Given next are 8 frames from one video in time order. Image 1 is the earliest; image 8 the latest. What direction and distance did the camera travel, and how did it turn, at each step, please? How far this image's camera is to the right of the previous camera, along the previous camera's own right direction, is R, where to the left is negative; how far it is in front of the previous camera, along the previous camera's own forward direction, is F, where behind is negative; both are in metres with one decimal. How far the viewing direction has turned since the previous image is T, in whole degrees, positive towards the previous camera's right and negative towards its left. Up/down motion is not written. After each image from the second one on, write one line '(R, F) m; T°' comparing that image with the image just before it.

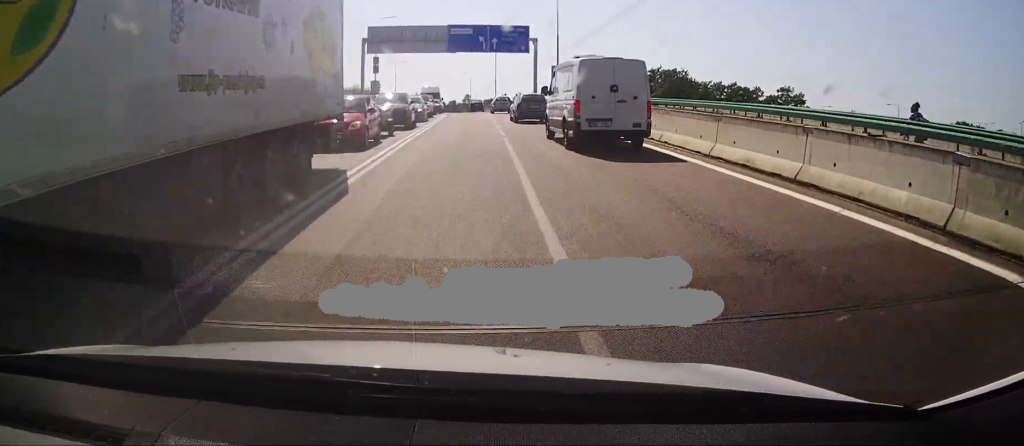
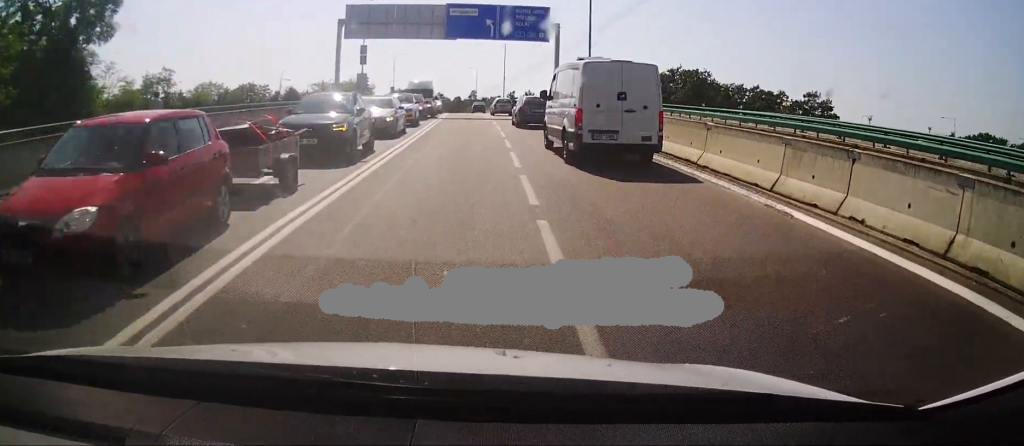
(0.0, +10.8) m; -3°
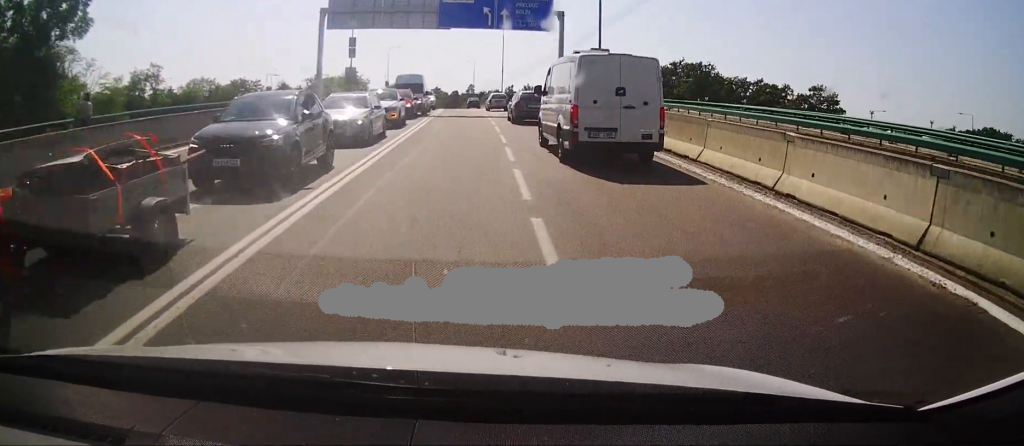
(-0.3, +4.0) m; +1°
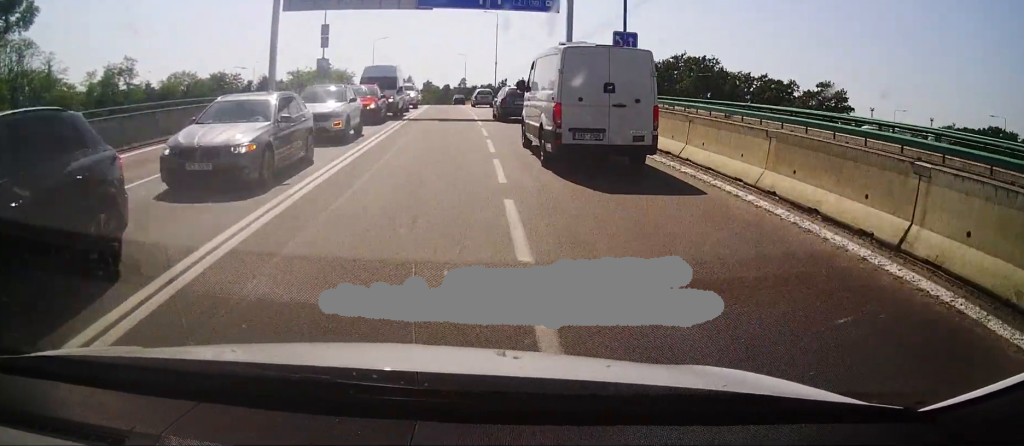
(0.0, +7.6) m; +1°
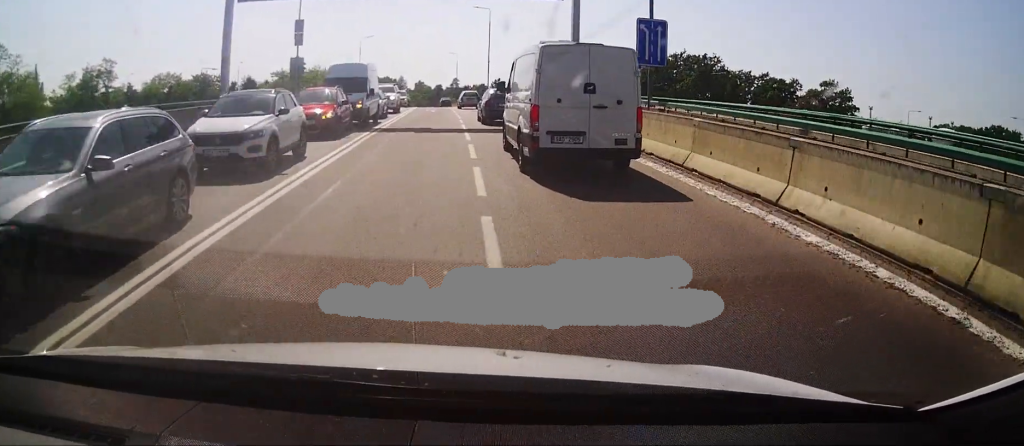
(+0.4, +5.6) m; +1°
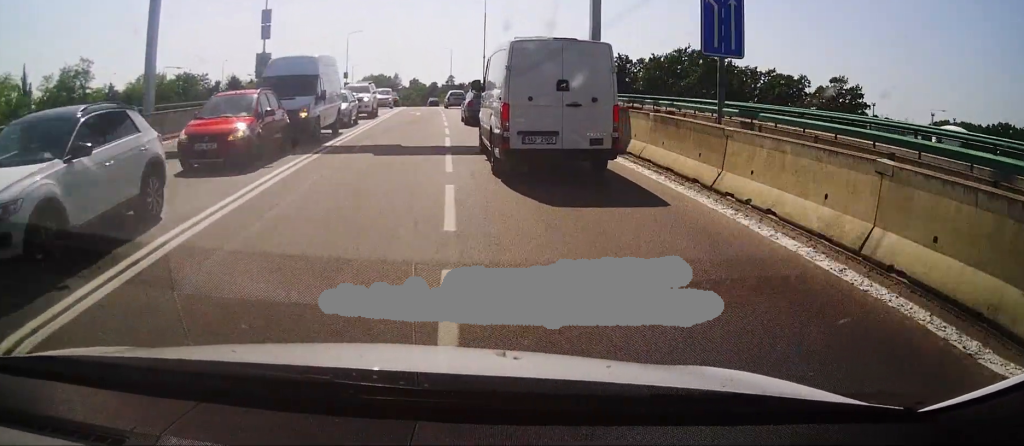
(-0.3, +7.0) m; 0°
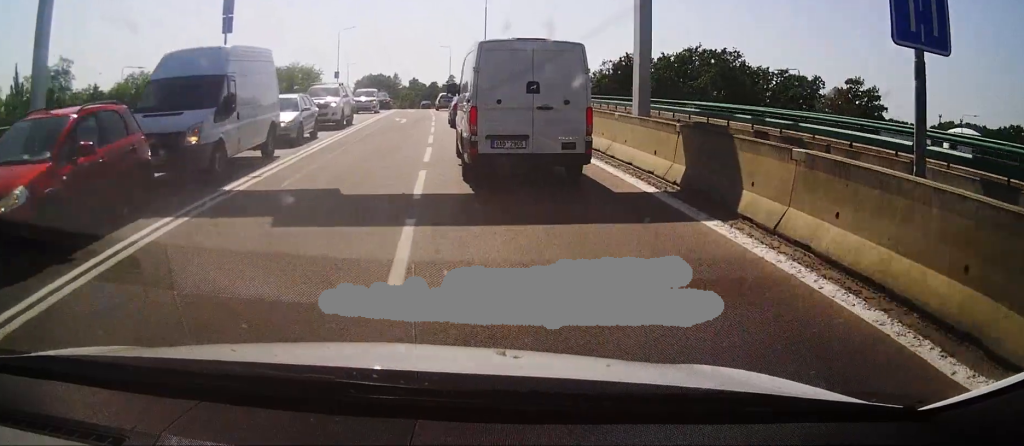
(-0.1, +7.2) m; 0°
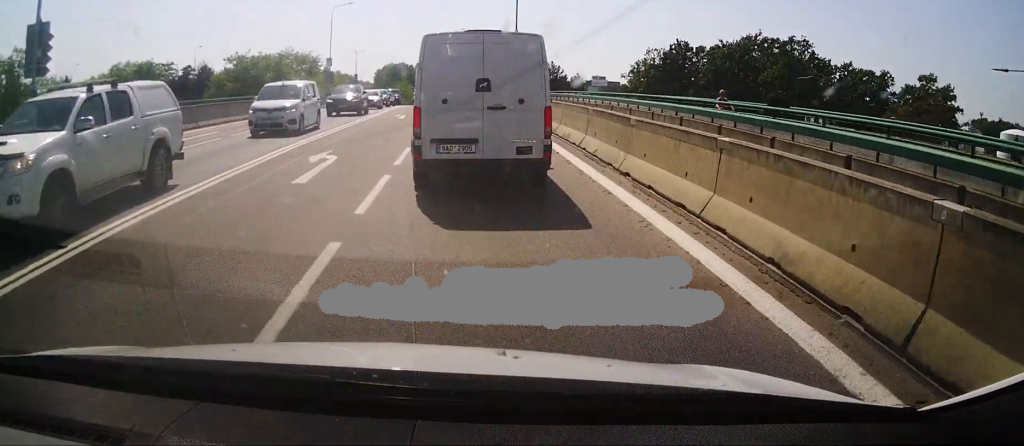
(0.0, +19.7) m; -1°
